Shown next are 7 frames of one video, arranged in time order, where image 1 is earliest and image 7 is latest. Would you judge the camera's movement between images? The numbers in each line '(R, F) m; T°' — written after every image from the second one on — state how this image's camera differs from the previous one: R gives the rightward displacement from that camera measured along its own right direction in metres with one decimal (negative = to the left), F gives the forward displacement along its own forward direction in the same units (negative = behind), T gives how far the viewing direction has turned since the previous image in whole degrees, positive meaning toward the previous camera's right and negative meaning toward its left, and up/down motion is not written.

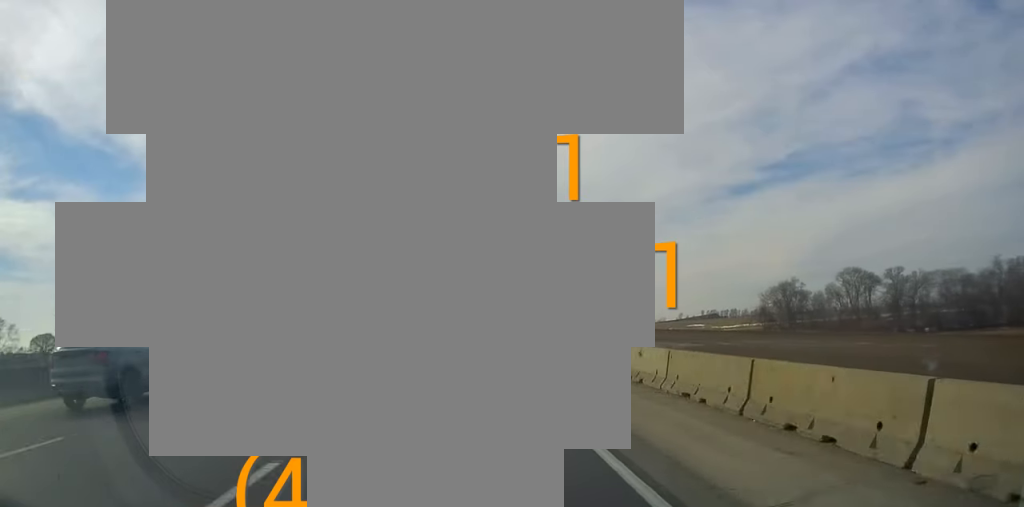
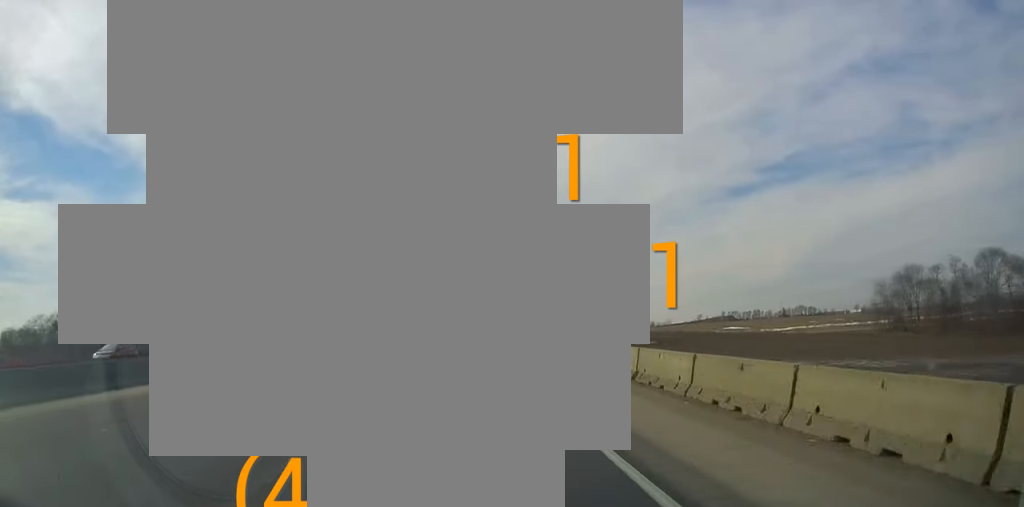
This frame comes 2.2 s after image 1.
(0.0, +67.3) m; 0°
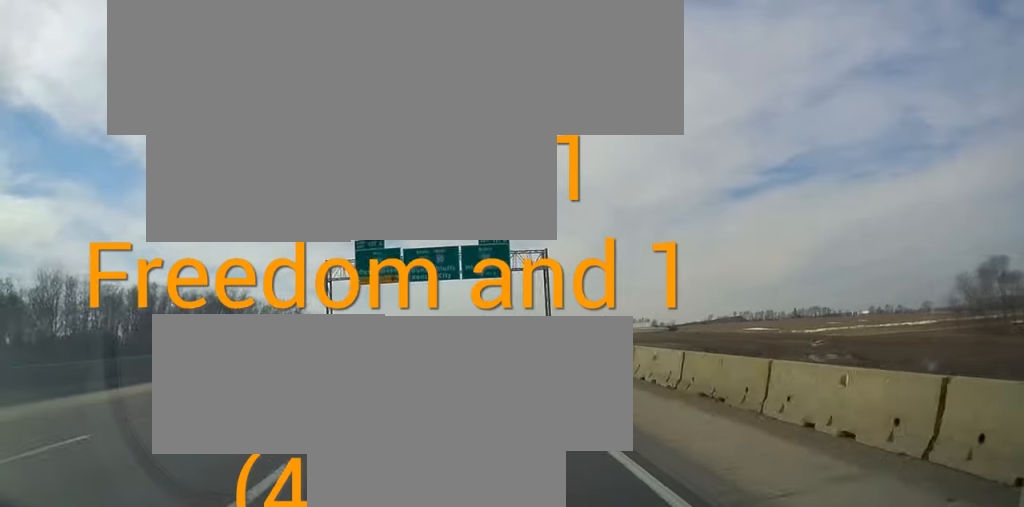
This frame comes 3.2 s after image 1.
(+0.2, +30.1) m; +1°
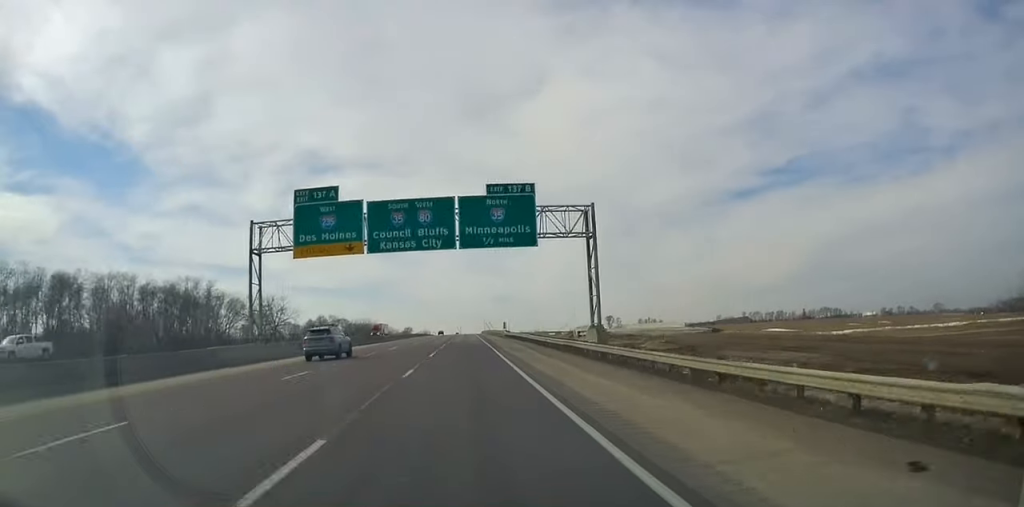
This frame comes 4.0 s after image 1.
(+0.1, +22.8) m; 0°
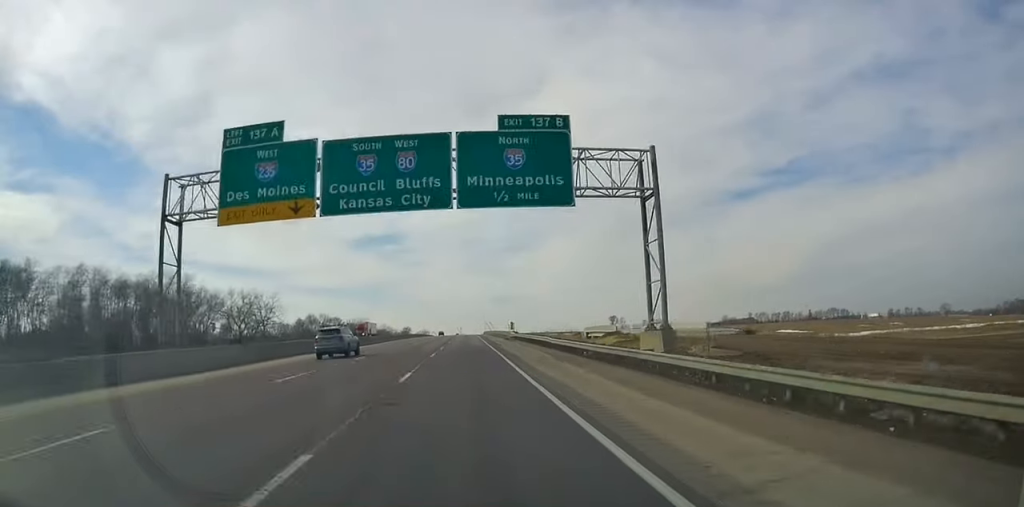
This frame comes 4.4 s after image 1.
(-0.1, +13.2) m; 0°
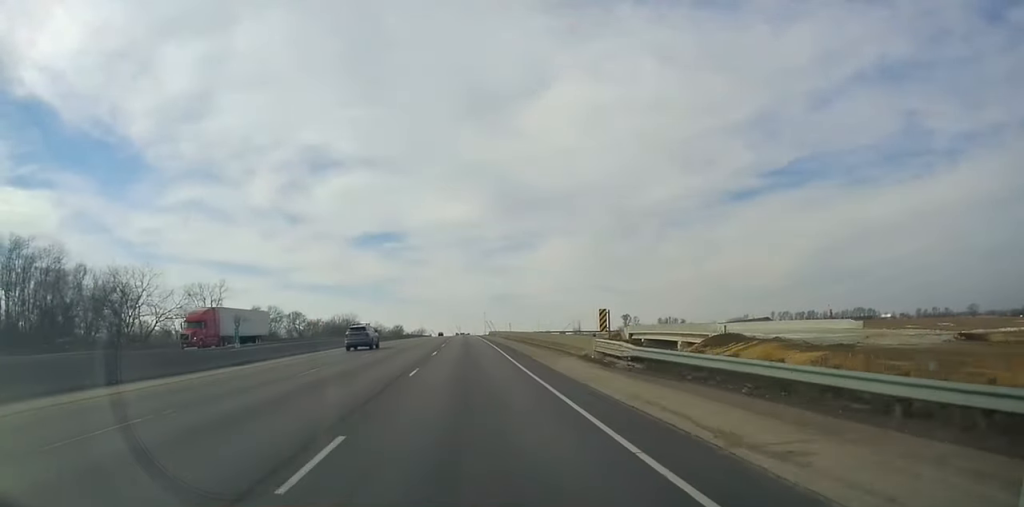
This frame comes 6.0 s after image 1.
(+0.6, +46.8) m; +1°
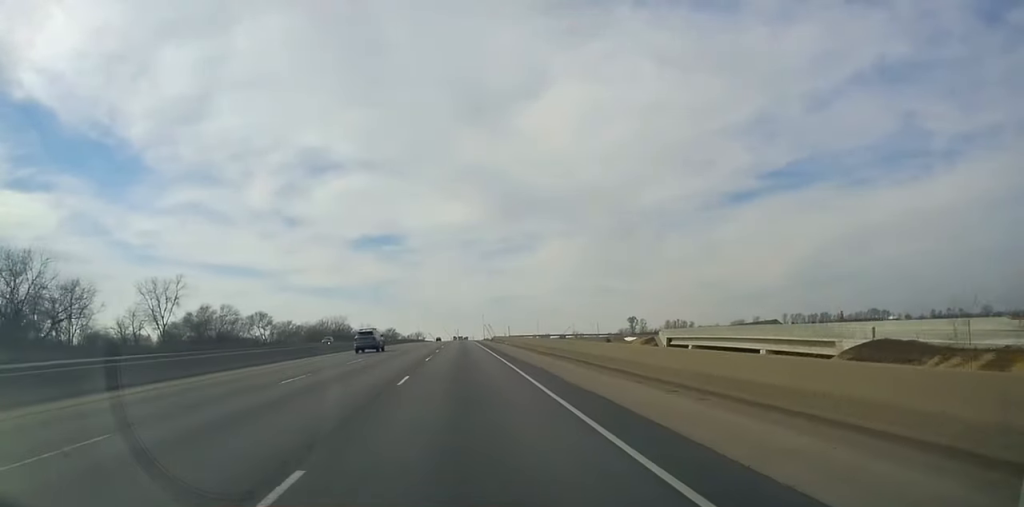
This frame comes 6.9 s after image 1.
(+0.1, +26.4) m; -1°
